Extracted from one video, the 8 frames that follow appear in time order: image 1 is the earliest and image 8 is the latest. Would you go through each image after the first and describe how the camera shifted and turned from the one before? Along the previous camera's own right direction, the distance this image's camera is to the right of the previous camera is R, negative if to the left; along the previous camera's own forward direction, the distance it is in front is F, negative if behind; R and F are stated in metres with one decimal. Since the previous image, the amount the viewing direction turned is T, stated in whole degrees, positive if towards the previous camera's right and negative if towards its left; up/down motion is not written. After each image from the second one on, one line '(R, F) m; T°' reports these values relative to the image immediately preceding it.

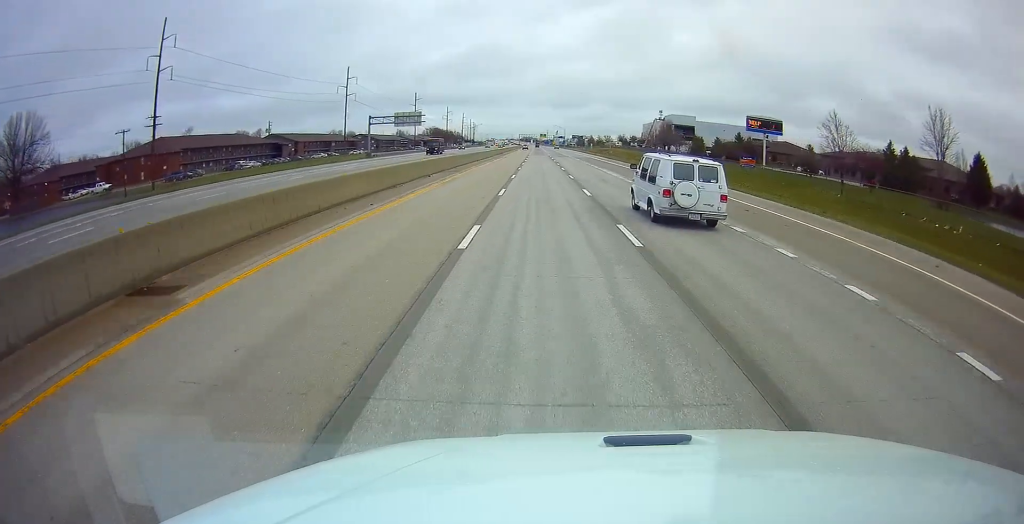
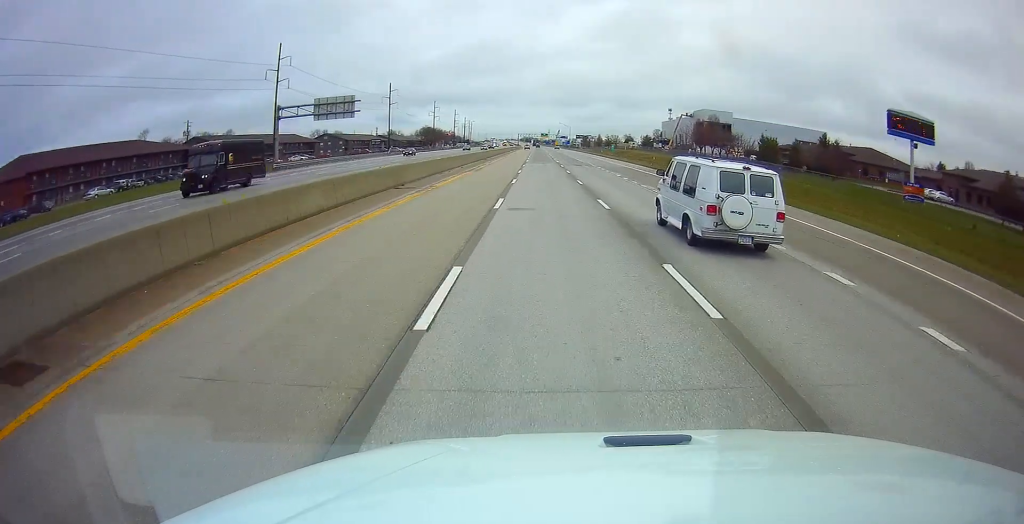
(0.0, +41.4) m; 0°
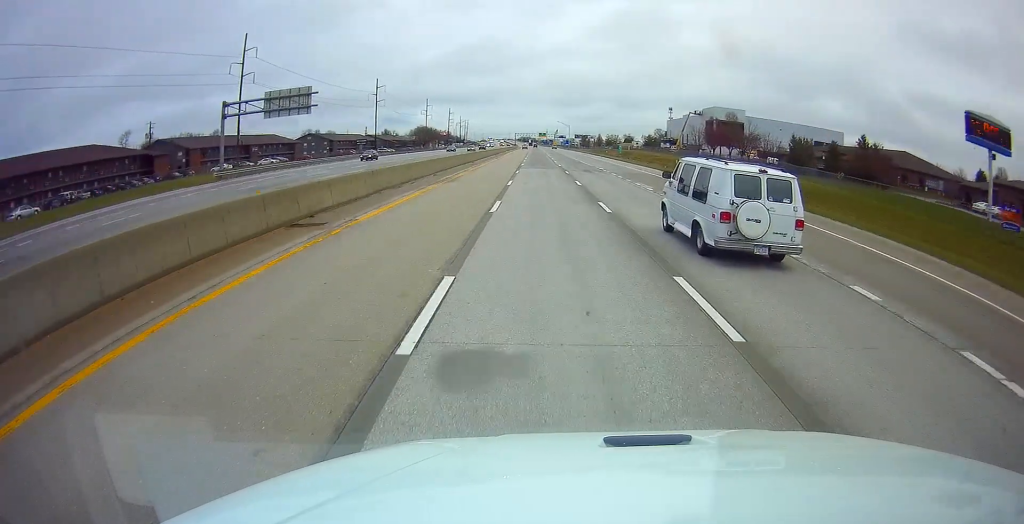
(0.0, +13.1) m; 0°
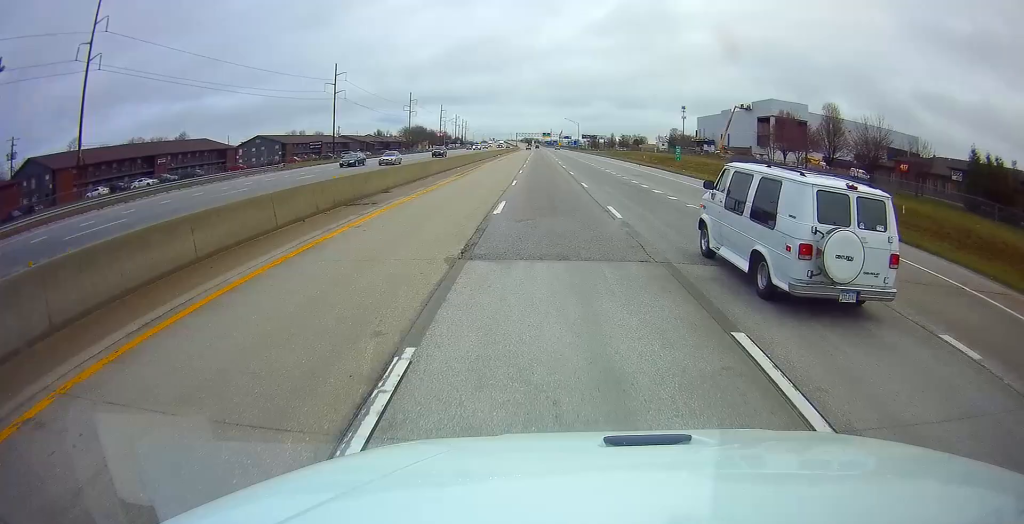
(+0.1, +39.4) m; +1°
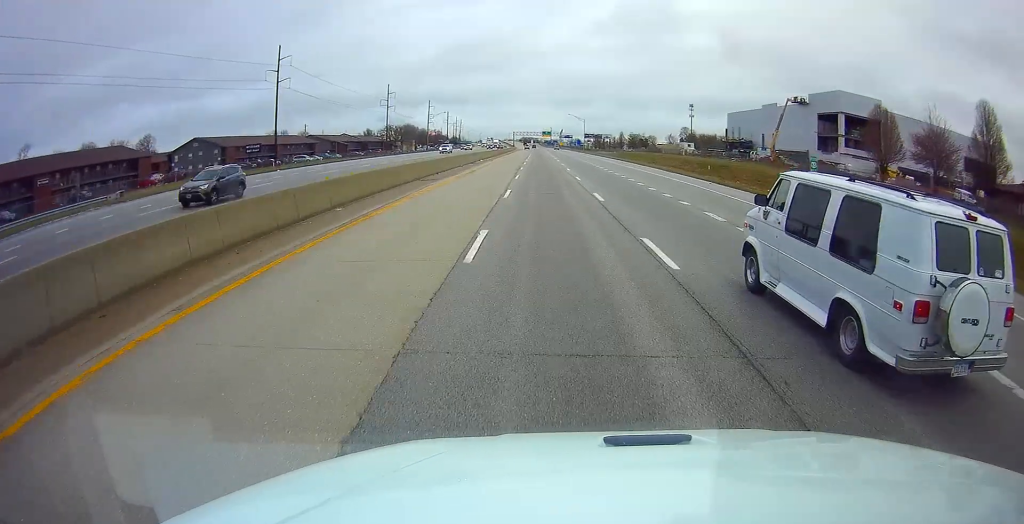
(+0.6, +31.3) m; 0°
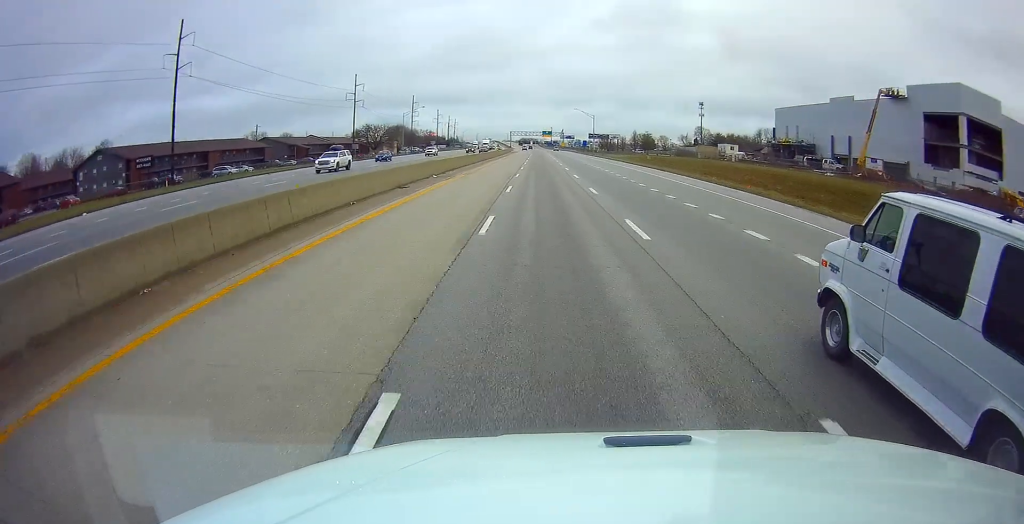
(-0.7, +33.2) m; -1°
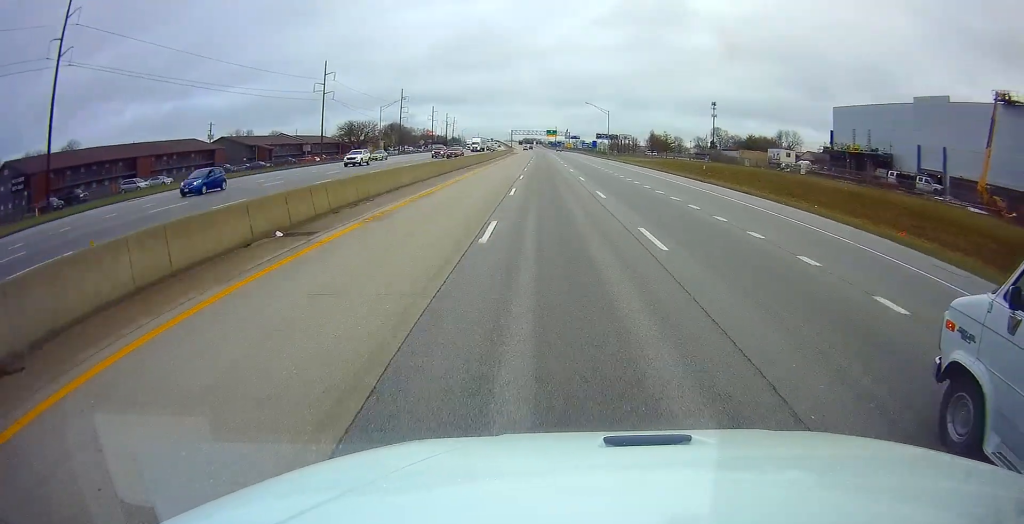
(0.0, +25.2) m; 0°
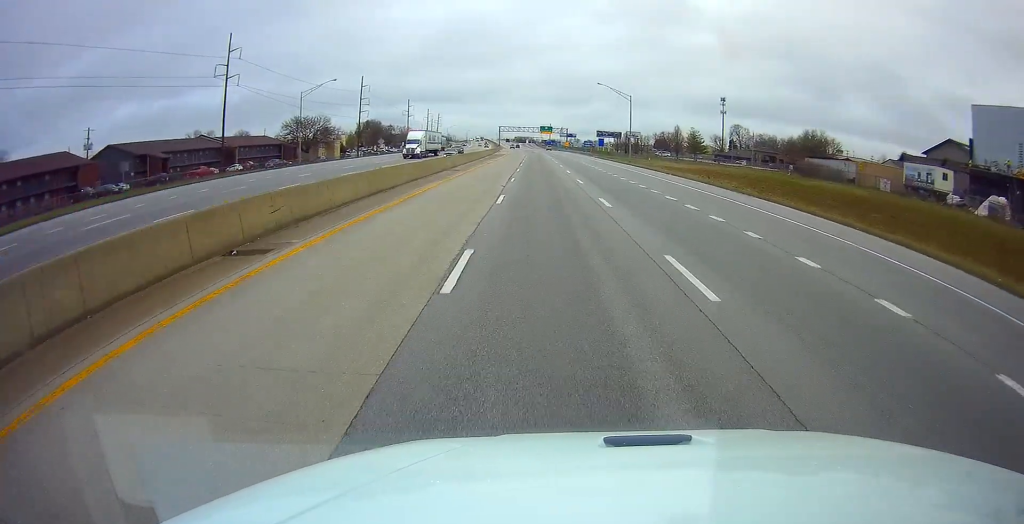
(0.0, +40.5) m; 0°
